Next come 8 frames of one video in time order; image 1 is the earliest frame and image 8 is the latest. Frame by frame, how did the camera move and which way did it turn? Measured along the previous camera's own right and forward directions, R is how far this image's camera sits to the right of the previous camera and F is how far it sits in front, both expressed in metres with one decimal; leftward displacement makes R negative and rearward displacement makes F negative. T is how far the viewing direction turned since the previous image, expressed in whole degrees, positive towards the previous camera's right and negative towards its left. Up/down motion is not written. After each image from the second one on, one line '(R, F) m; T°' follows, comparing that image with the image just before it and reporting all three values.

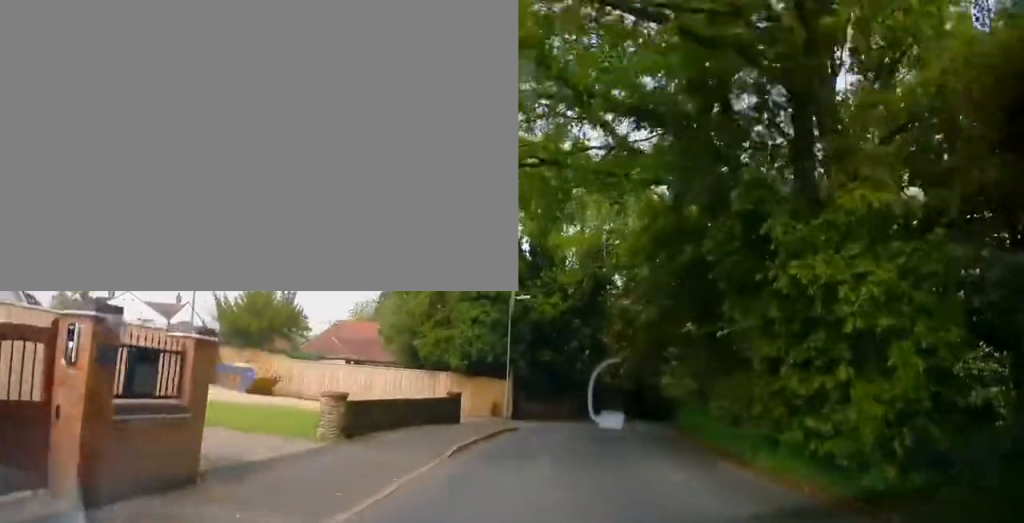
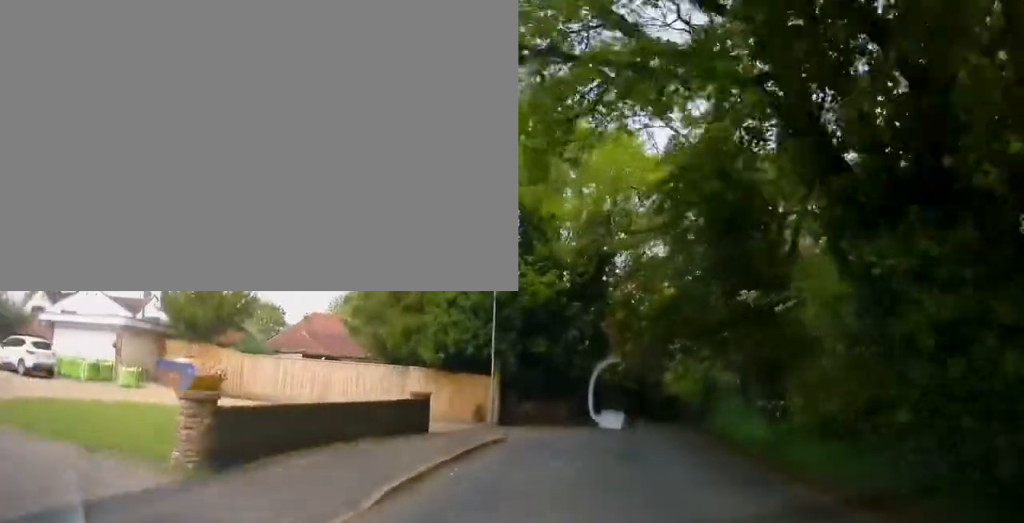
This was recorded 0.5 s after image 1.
(+0.1, +4.5) m; +1°
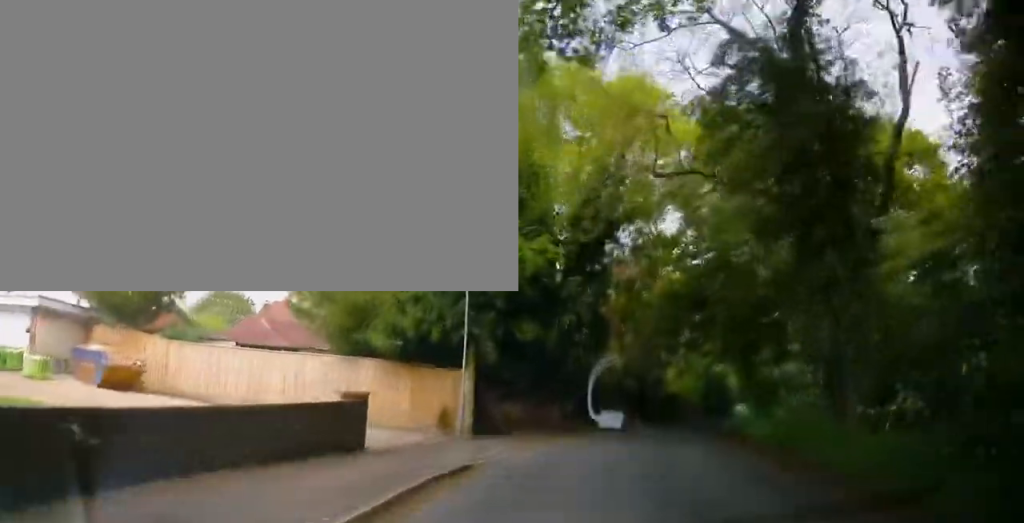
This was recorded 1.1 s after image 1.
(+0.1, +4.8) m; +1°
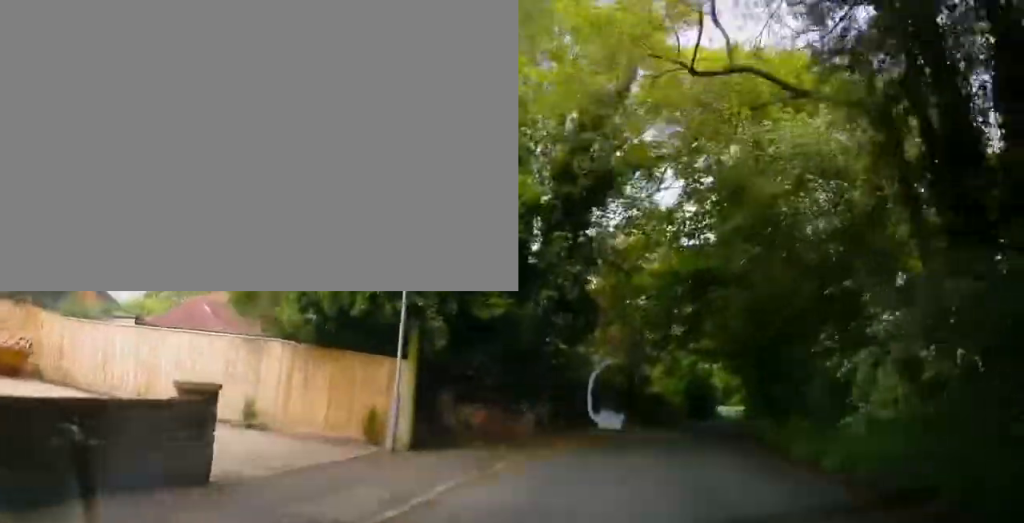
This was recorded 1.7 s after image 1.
(0.0, +4.0) m; +8°
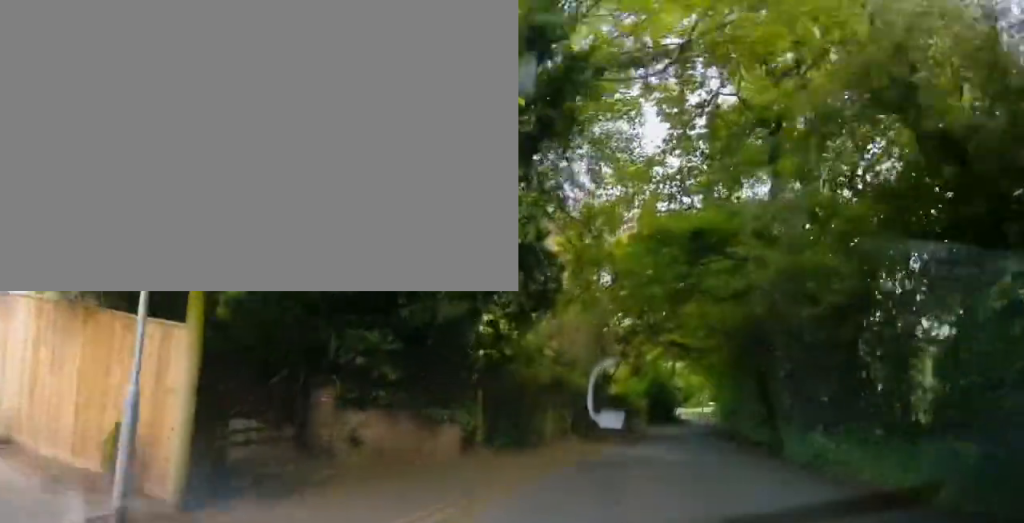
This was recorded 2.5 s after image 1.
(+0.4, +5.5) m; +5°
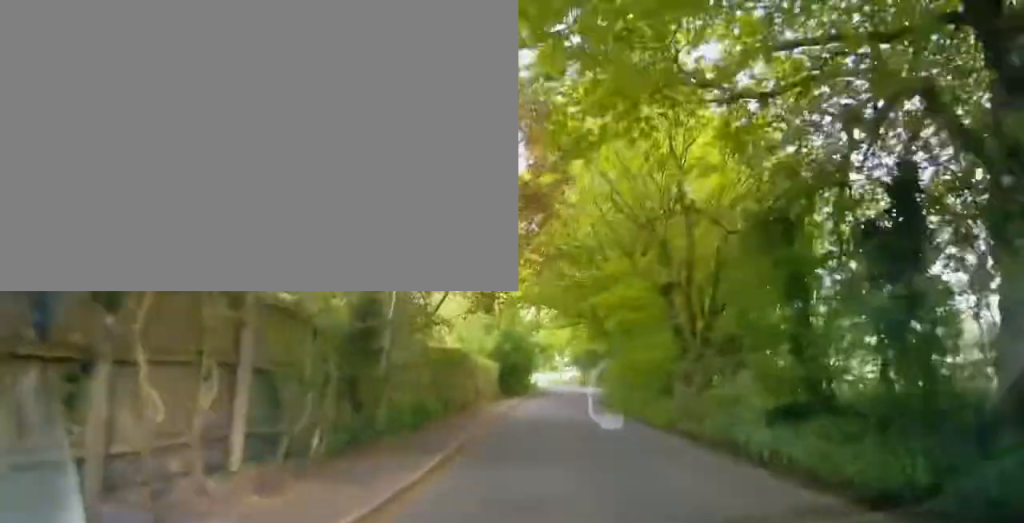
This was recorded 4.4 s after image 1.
(-1.0, +13.3) m; -3°
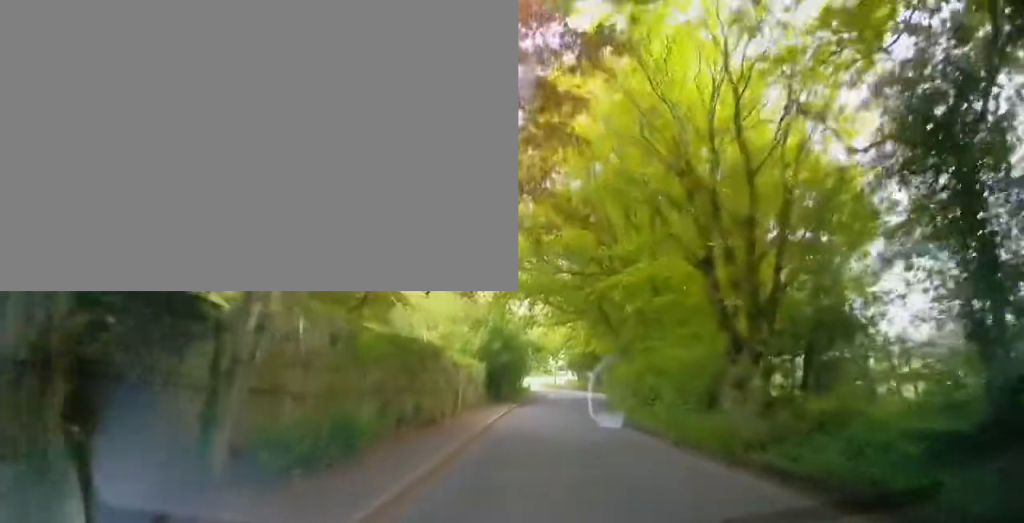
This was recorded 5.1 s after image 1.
(+0.6, +4.0) m; +10°
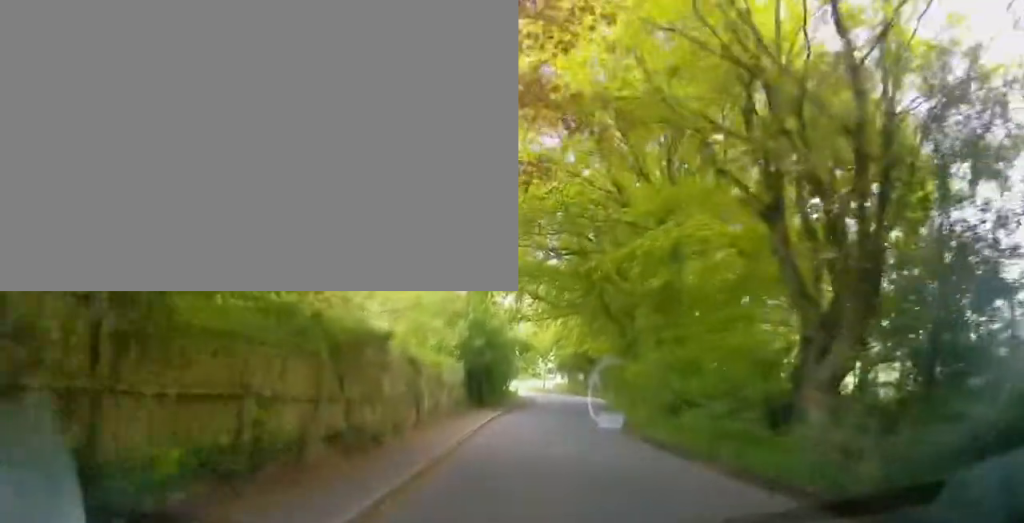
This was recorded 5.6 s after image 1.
(+0.2, +3.6) m; 0°
